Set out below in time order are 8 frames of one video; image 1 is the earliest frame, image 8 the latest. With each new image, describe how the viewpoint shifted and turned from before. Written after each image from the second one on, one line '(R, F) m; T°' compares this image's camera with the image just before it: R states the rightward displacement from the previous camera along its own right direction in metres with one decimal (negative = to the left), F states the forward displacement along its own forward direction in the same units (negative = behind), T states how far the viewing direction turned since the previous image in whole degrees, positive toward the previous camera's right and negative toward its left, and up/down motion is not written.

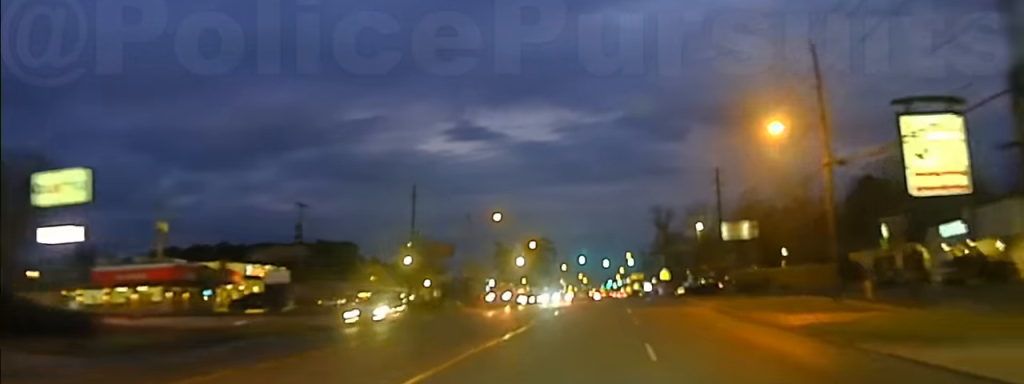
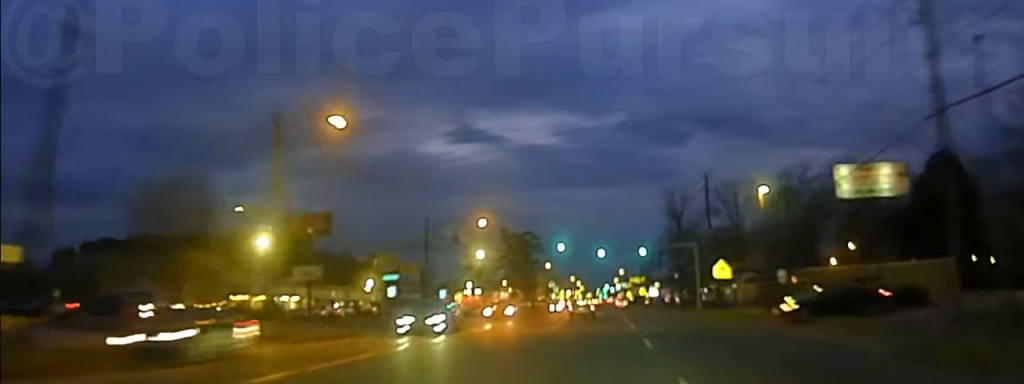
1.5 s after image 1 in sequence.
(+0.1, +53.4) m; 0°
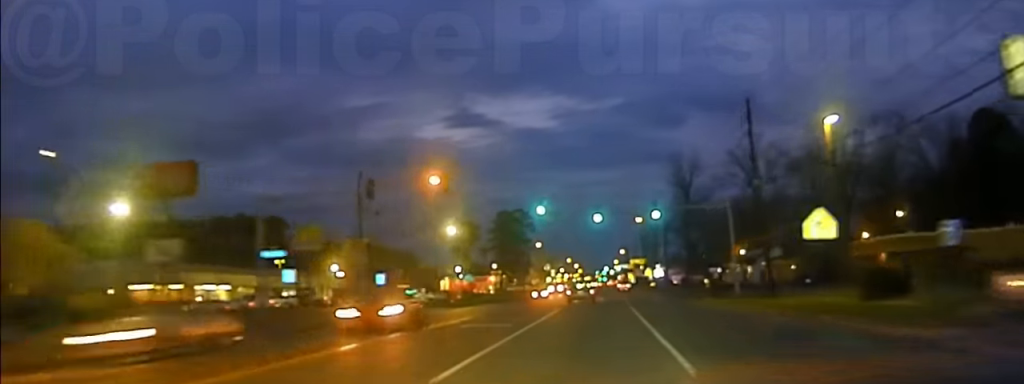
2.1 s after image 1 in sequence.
(0.0, +23.3) m; 0°
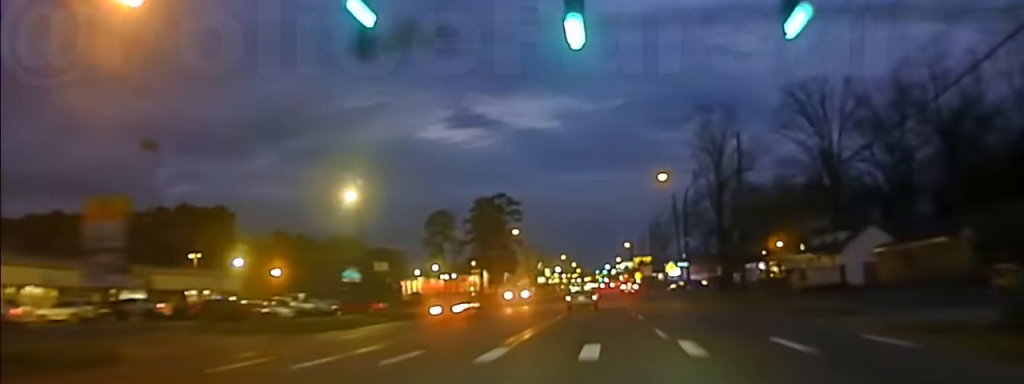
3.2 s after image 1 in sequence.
(0.0, +41.4) m; -1°
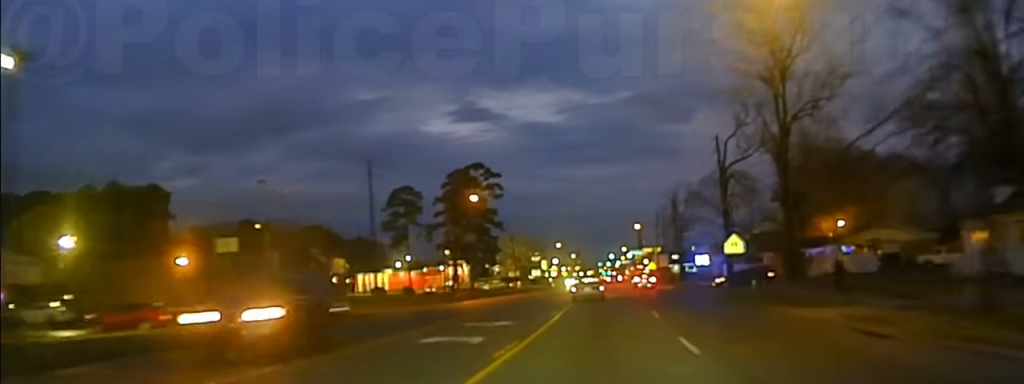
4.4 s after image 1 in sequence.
(-0.3, +41.7) m; 0°
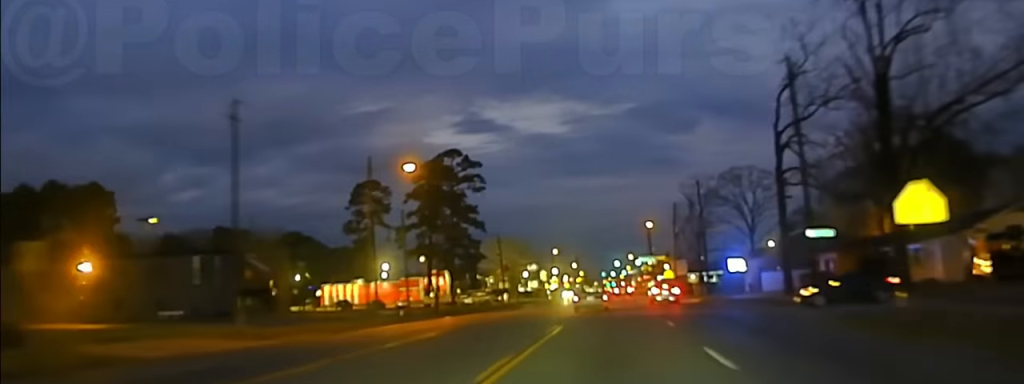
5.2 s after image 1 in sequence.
(+0.4, +27.1) m; 0°
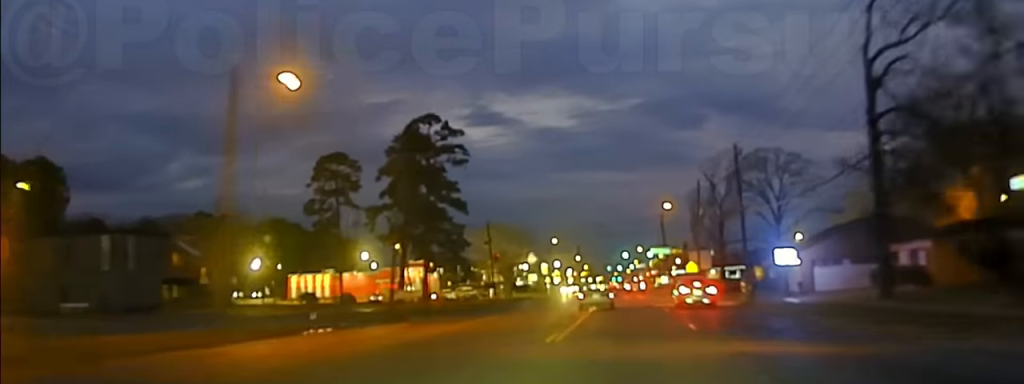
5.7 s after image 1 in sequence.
(-0.2, +20.0) m; 0°
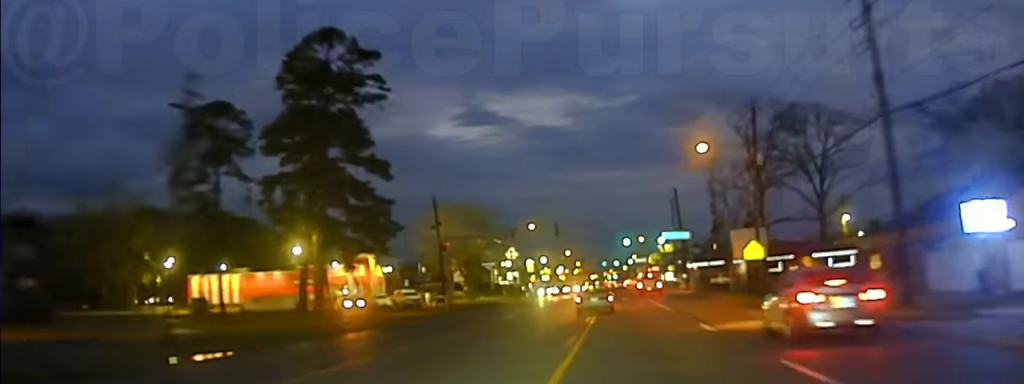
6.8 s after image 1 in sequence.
(-0.2, +36.3) m; 0°
